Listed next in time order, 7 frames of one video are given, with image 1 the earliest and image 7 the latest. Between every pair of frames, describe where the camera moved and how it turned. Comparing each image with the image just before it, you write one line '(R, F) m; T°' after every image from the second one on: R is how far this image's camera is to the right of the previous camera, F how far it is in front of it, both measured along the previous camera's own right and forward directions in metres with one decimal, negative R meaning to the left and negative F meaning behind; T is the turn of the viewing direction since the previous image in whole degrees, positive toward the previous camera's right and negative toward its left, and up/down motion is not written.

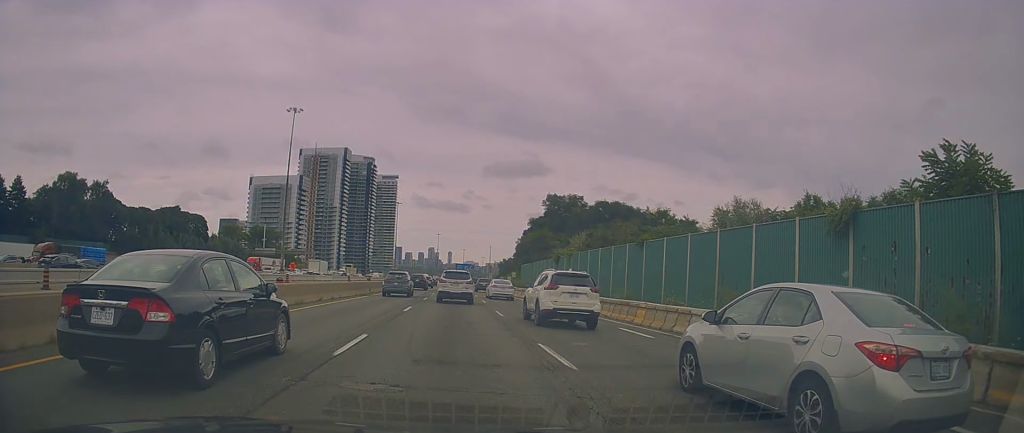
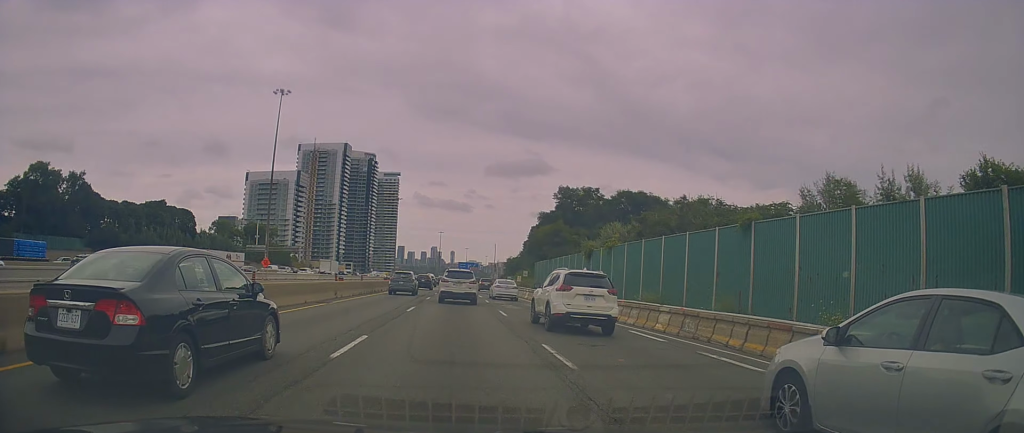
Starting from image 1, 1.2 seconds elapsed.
(-0.4, +12.4) m; -3°
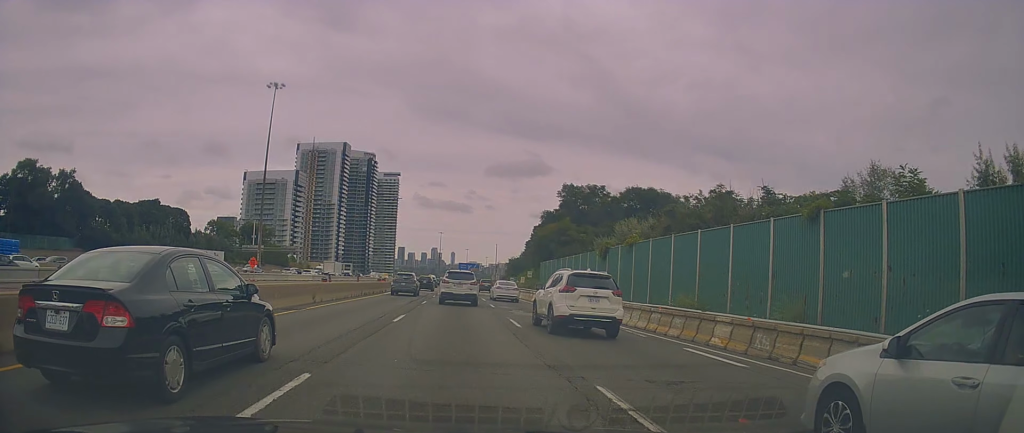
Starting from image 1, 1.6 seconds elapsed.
(-0.2, +4.6) m; 0°
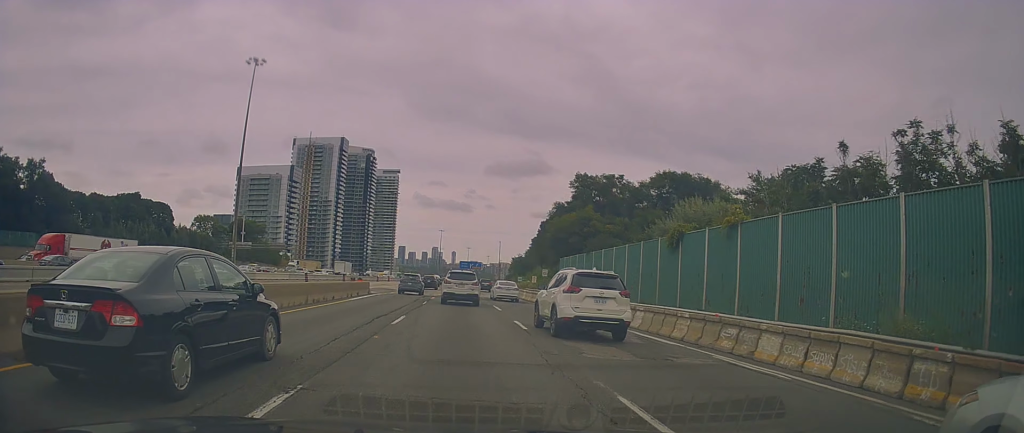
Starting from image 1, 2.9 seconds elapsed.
(+0.4, +13.1) m; +5°
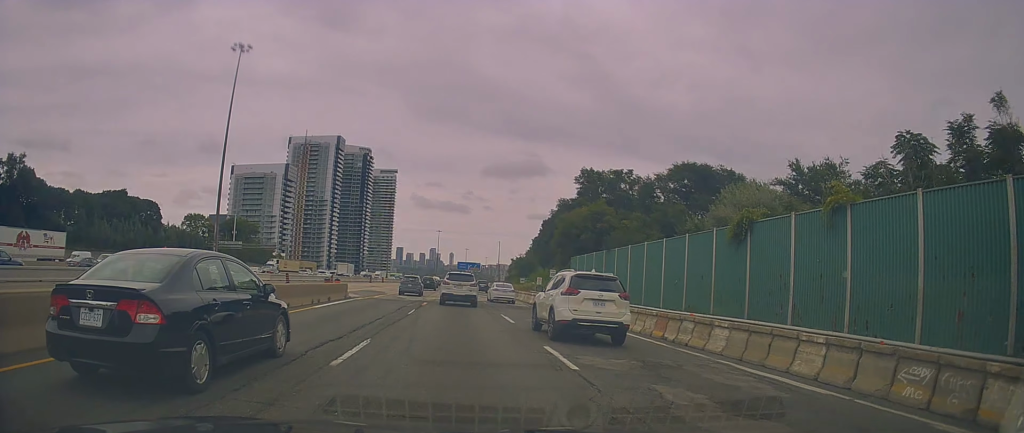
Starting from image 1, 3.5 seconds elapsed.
(+0.3, +6.7) m; -2°
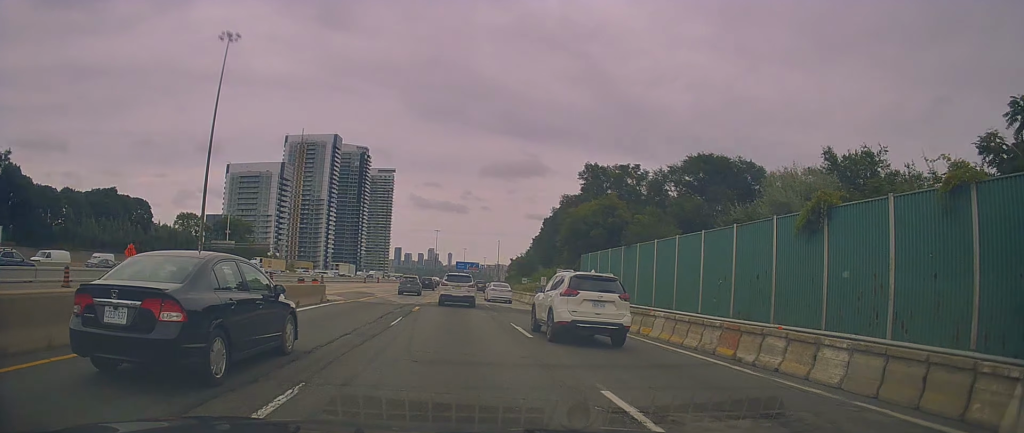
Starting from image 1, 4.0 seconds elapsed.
(+0.1, +4.7) m; -2°
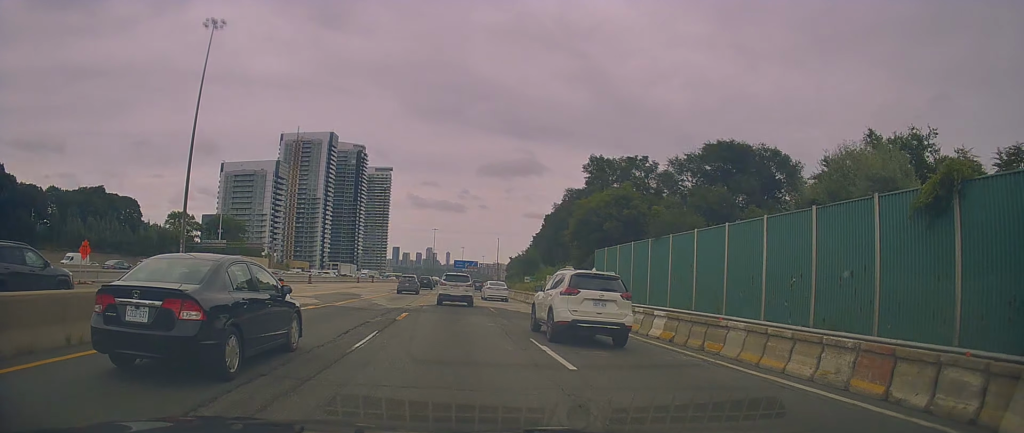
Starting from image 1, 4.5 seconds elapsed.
(-0.5, +5.1) m; -1°
